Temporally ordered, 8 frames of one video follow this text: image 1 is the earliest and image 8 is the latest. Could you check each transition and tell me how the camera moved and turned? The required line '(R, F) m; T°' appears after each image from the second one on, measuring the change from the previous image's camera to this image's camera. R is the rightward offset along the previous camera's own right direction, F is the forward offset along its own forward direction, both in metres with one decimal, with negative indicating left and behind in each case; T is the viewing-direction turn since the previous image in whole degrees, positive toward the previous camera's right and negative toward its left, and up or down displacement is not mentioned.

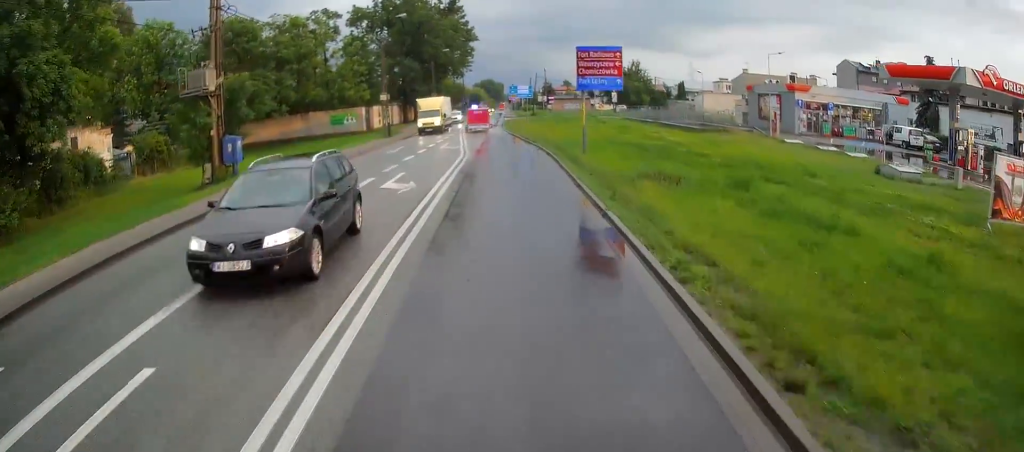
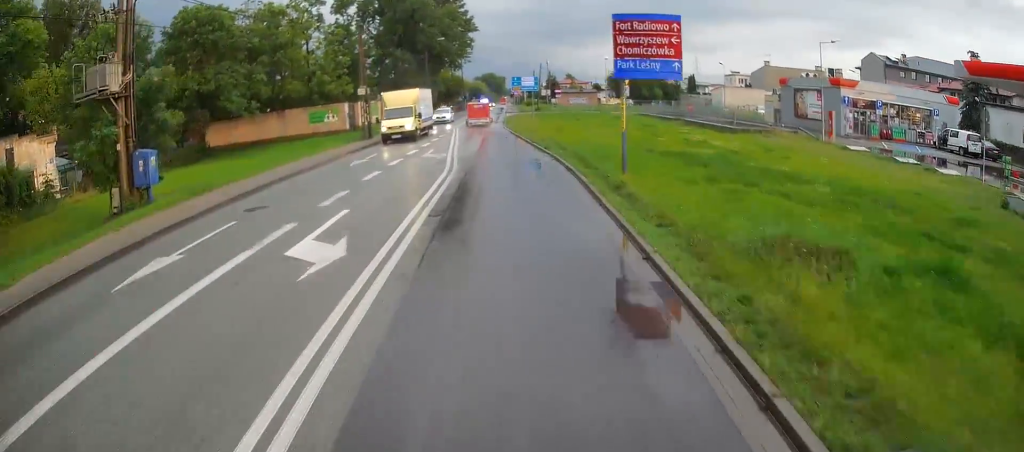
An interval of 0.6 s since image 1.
(0.0, +7.6) m; 0°
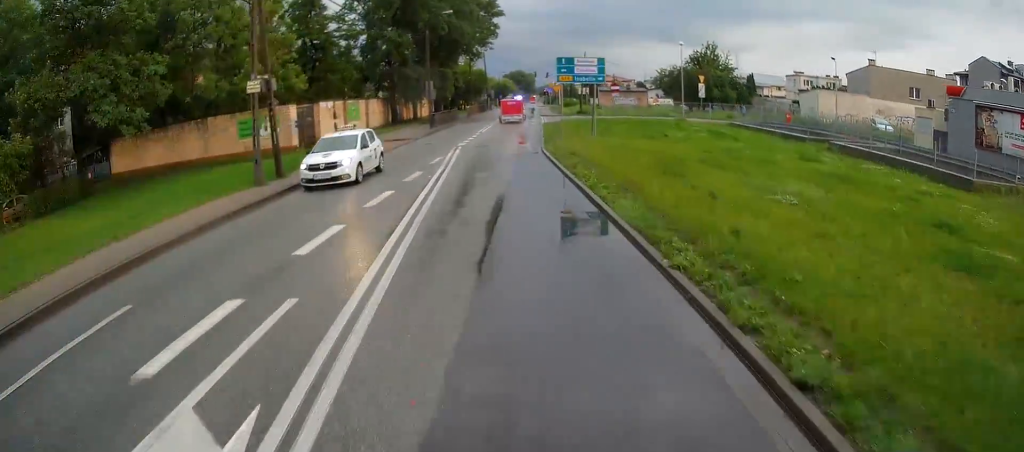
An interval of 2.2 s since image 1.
(-0.4, +20.7) m; -3°
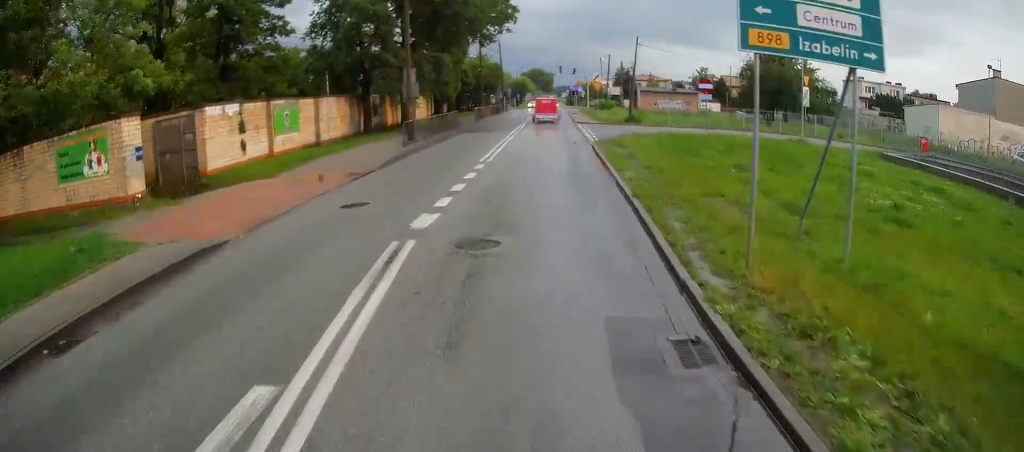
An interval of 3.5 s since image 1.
(-0.5, +18.3) m; -1°
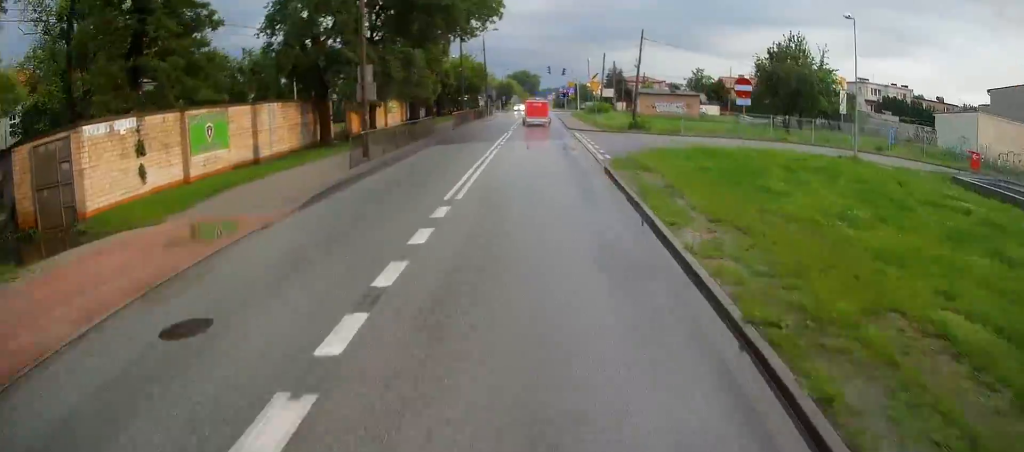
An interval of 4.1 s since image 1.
(-0.1, +6.9) m; +1°
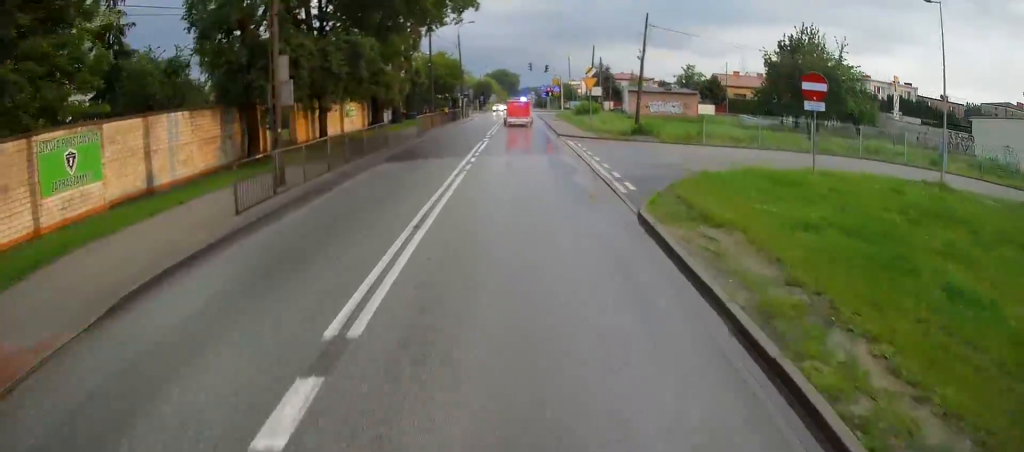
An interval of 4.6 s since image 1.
(+0.1, +7.5) m; +1°
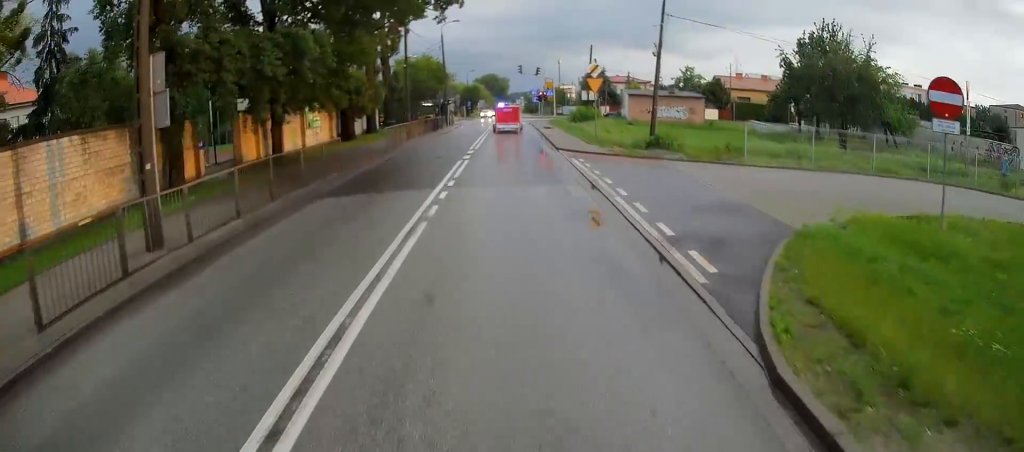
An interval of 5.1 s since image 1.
(+0.1, +6.4) m; +1°
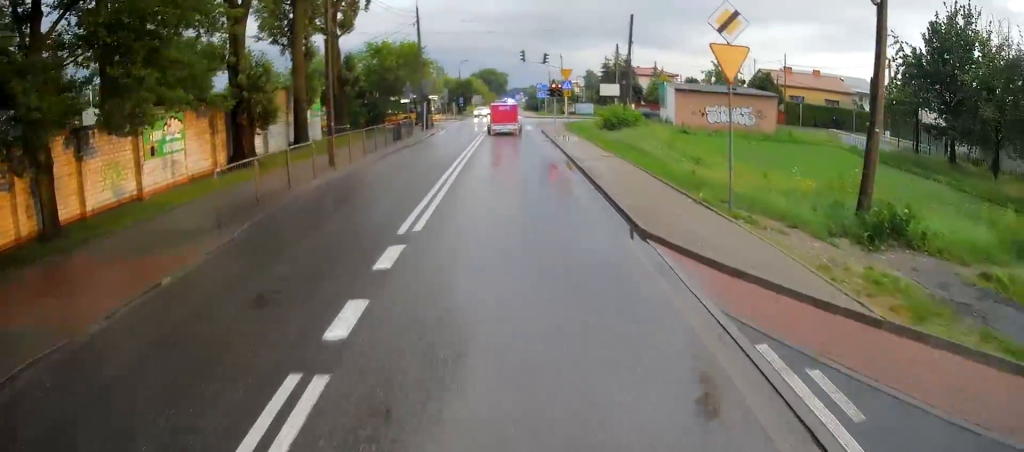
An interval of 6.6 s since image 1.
(+0.4, +18.2) m; +2°
